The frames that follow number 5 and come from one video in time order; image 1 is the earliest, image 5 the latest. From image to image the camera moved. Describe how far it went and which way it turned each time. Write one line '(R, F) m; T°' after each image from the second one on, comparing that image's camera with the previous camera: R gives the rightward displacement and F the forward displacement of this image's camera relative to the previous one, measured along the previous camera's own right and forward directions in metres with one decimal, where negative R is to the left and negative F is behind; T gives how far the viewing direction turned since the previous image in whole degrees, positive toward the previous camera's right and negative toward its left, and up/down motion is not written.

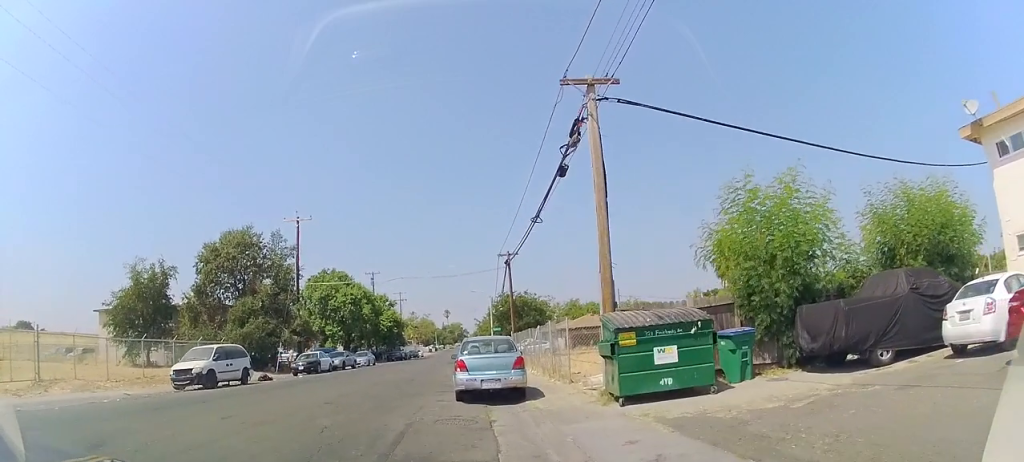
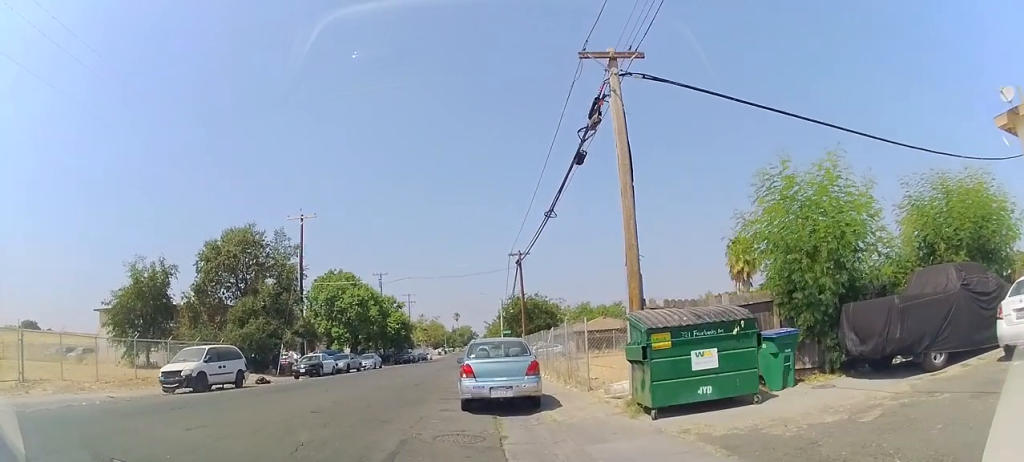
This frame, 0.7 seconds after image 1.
(-0.2, +1.6) m; -6°
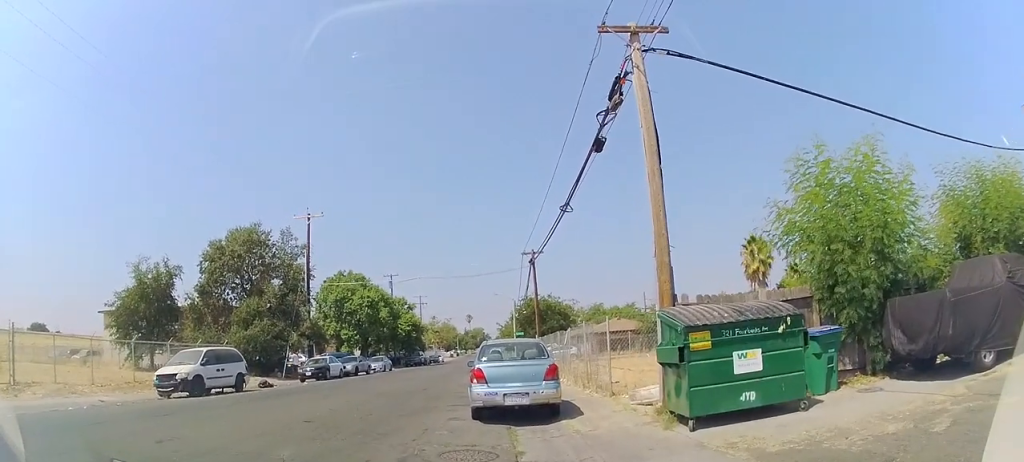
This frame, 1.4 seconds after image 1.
(-0.1, +1.5) m; -4°
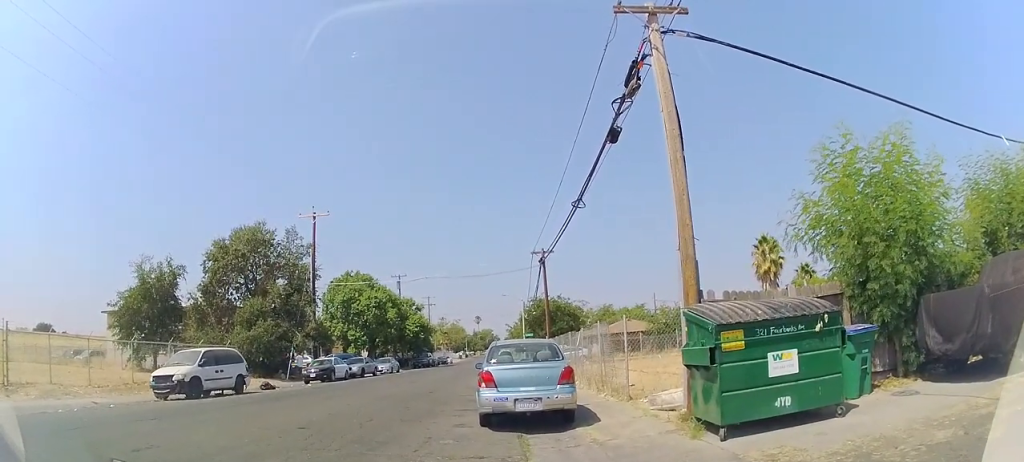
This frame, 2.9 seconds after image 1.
(-0.1, +1.4) m; 0°
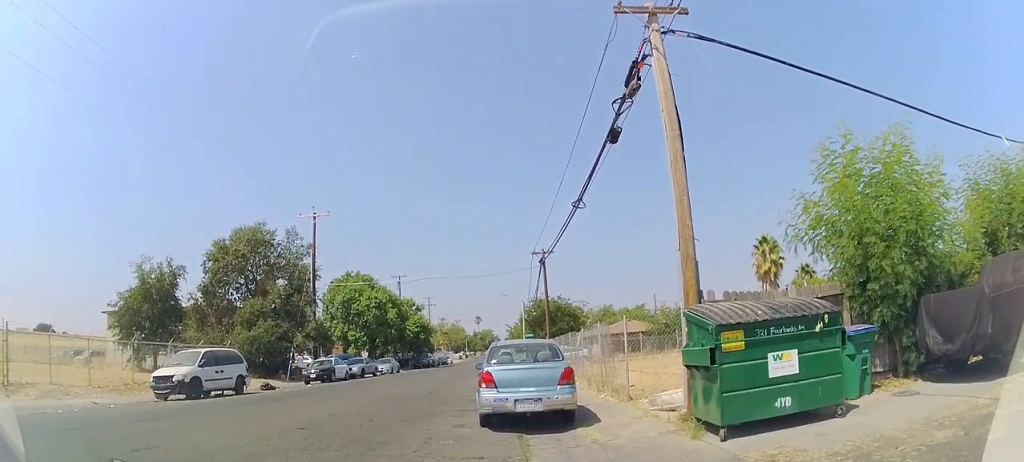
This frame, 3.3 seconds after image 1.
(-0.1, +0.2) m; 0°
